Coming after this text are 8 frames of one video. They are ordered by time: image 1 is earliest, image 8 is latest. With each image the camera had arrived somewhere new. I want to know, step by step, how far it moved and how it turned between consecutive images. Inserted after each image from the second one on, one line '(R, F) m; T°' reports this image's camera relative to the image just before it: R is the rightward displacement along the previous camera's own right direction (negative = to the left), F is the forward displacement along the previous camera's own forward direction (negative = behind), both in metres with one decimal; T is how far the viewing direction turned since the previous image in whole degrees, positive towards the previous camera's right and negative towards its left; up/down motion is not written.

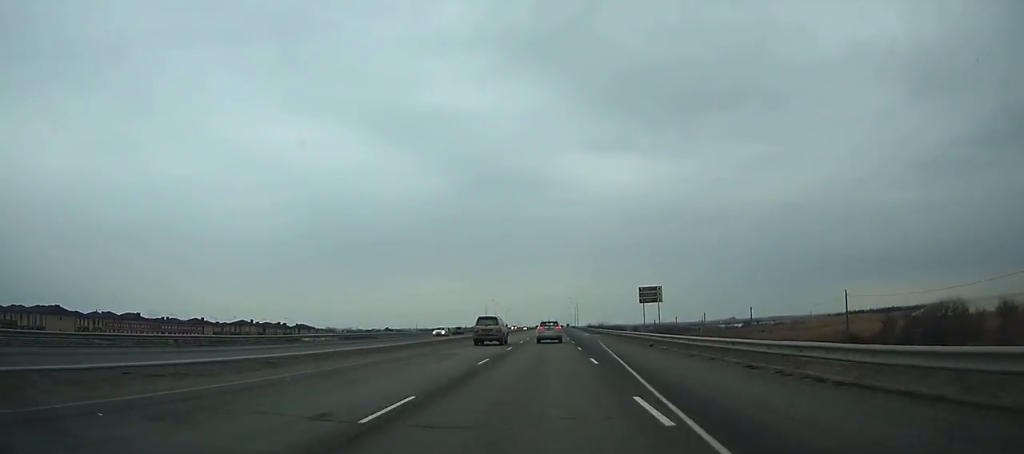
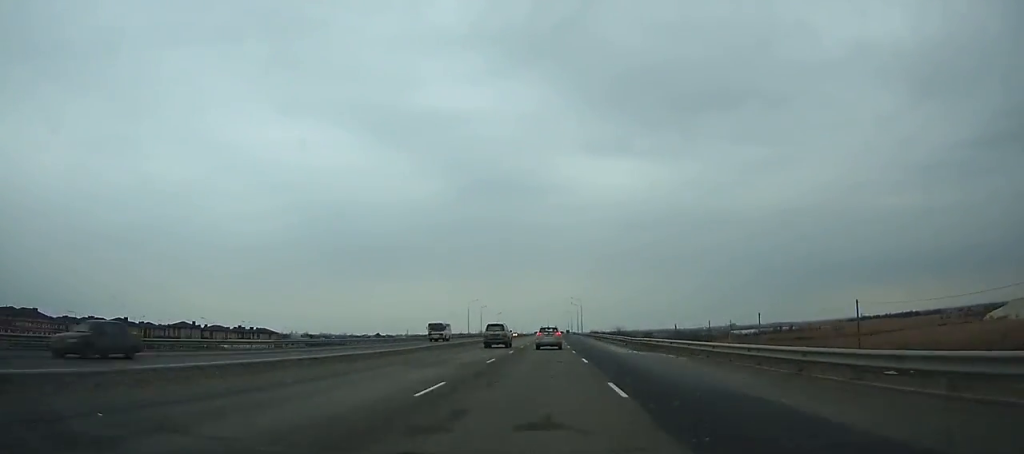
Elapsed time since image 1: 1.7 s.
(+0.1, +42.7) m; 0°
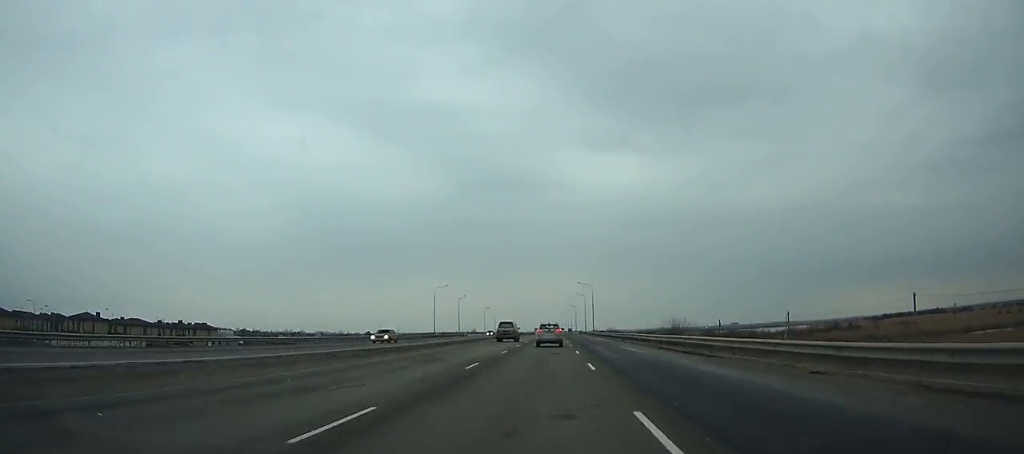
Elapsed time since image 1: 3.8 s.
(+0.1, +52.2) m; 0°
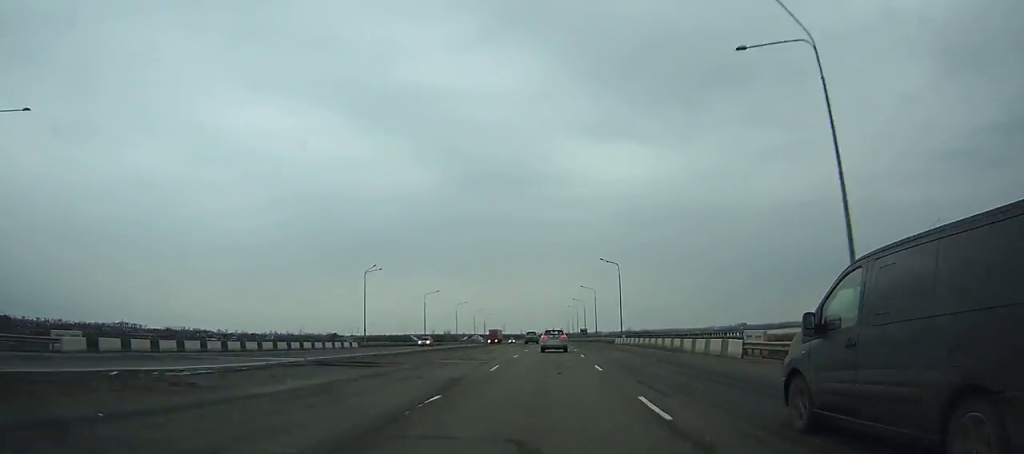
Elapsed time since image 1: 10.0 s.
(-0.4, +152.9) m; 0°
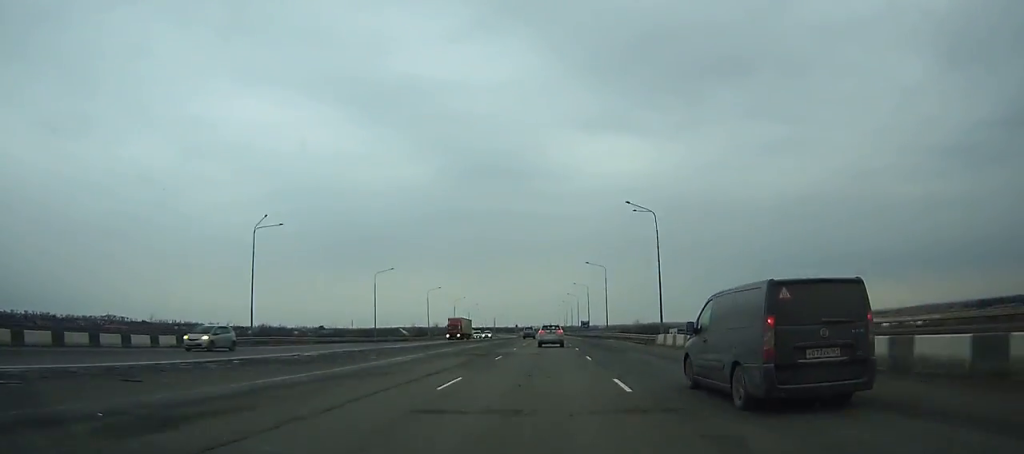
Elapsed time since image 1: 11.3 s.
(0.0, +32.3) m; 0°
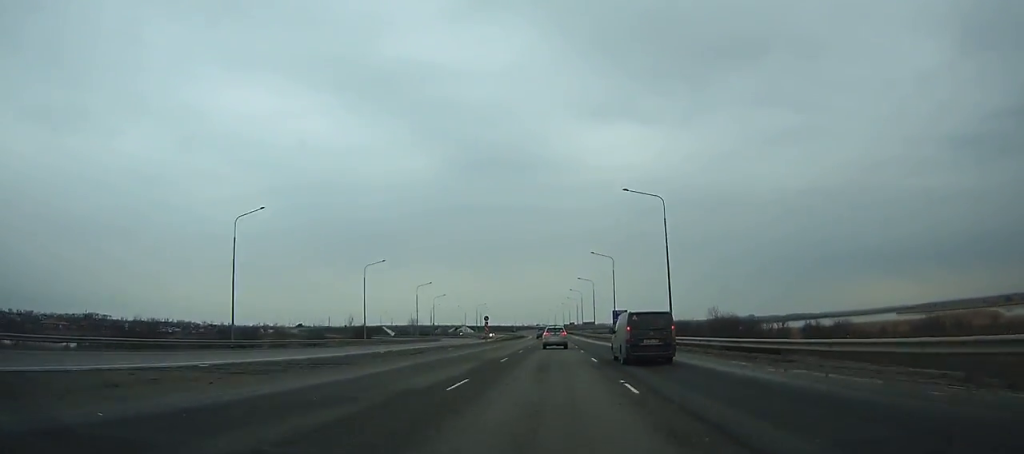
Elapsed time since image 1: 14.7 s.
(-0.3, +85.1) m; -1°
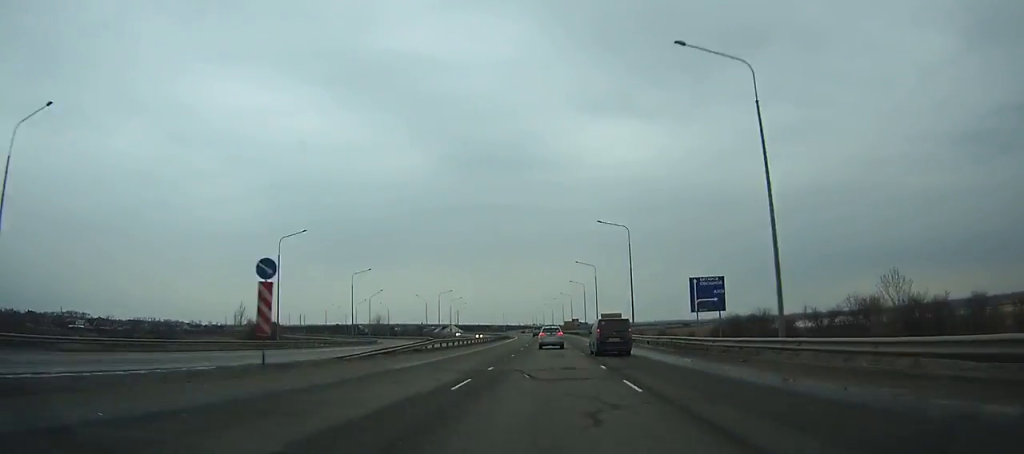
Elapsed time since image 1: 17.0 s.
(-0.2, +58.2) m; -1°
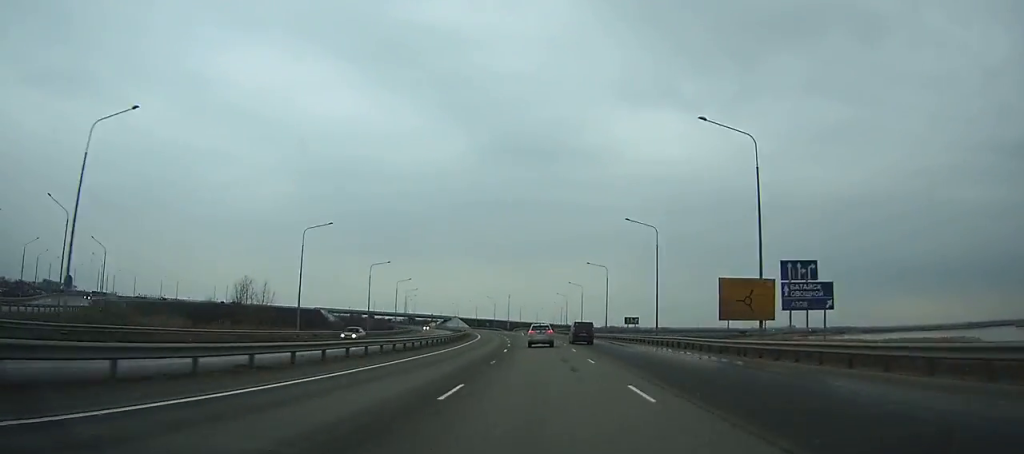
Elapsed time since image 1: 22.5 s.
(-3.7, +140.3) m; -3°
